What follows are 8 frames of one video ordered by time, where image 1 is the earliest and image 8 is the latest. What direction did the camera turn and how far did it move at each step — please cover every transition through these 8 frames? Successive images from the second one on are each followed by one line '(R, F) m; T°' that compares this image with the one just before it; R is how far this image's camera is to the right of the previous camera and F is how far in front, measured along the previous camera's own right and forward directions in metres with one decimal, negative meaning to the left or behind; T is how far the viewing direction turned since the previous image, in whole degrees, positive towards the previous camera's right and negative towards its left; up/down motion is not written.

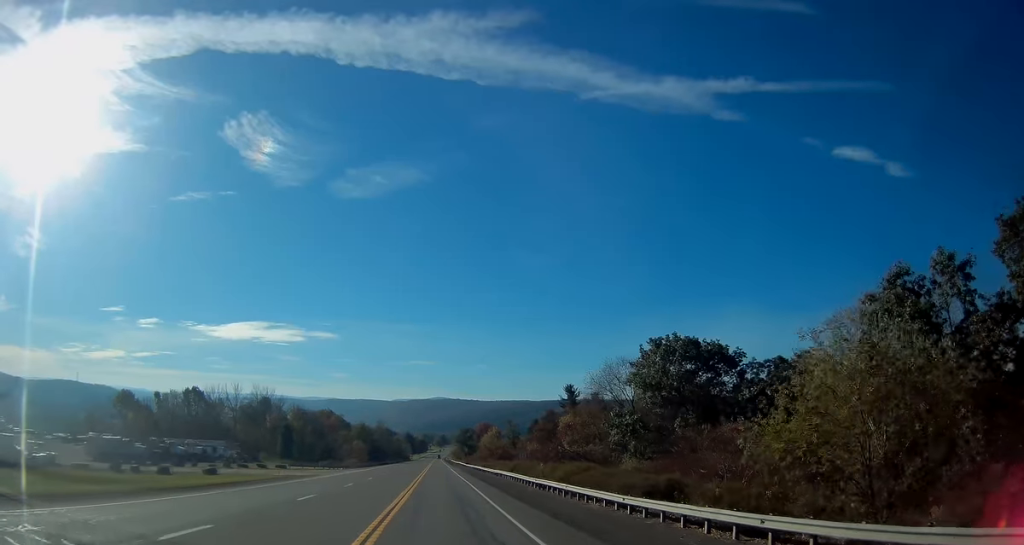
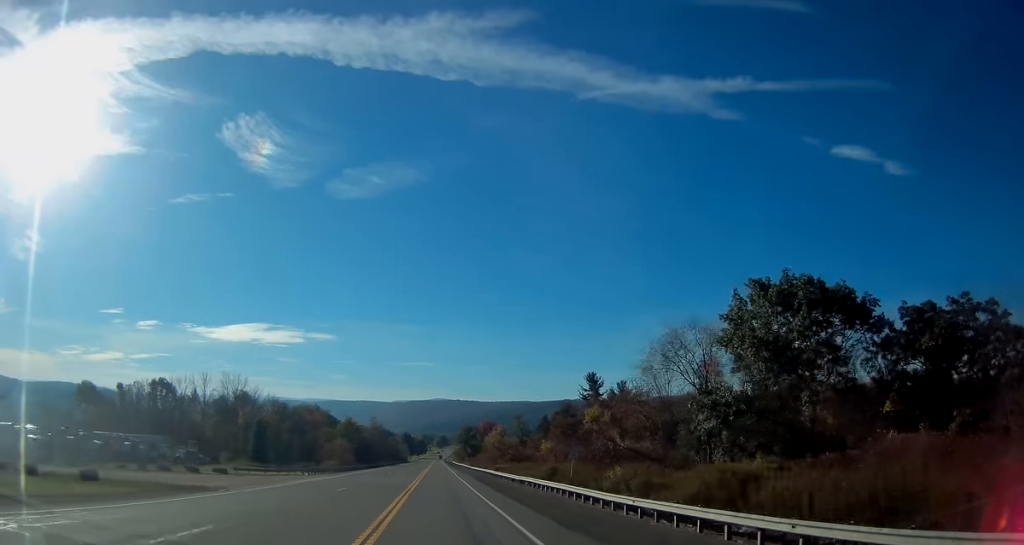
(+0.1, +24.5) m; +1°
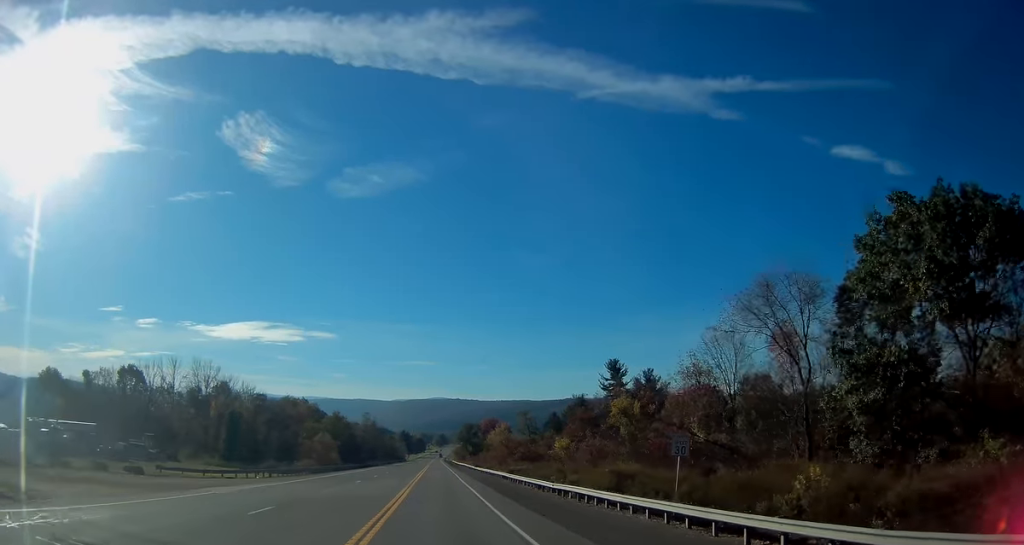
(+0.2, +18.4) m; 0°
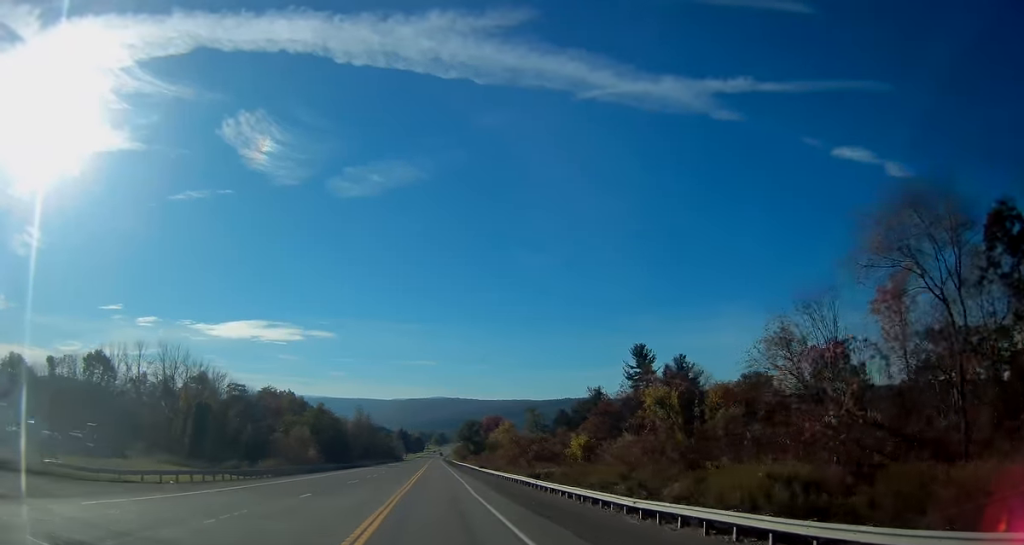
(-0.2, +16.7) m; 0°
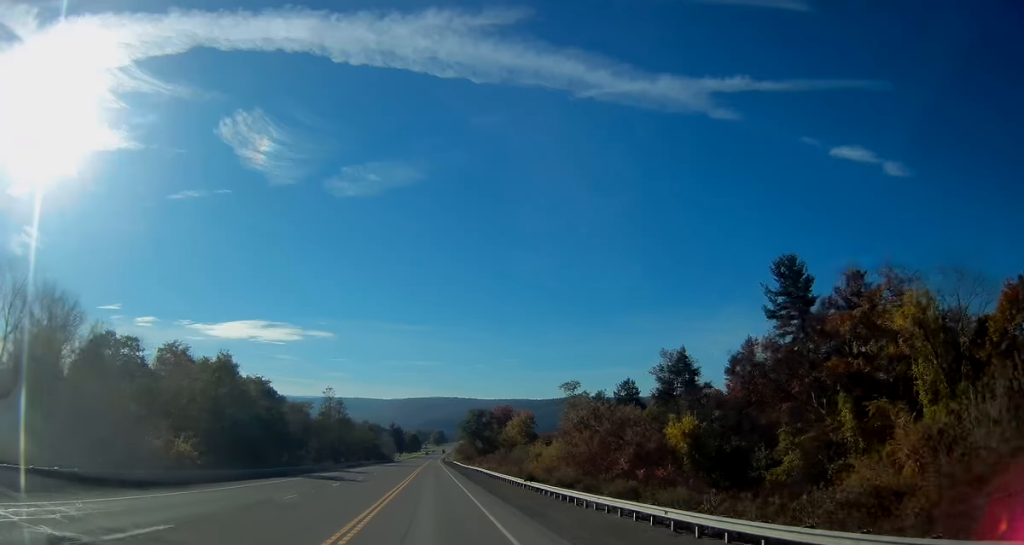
(+0.1, +49.2) m; 0°
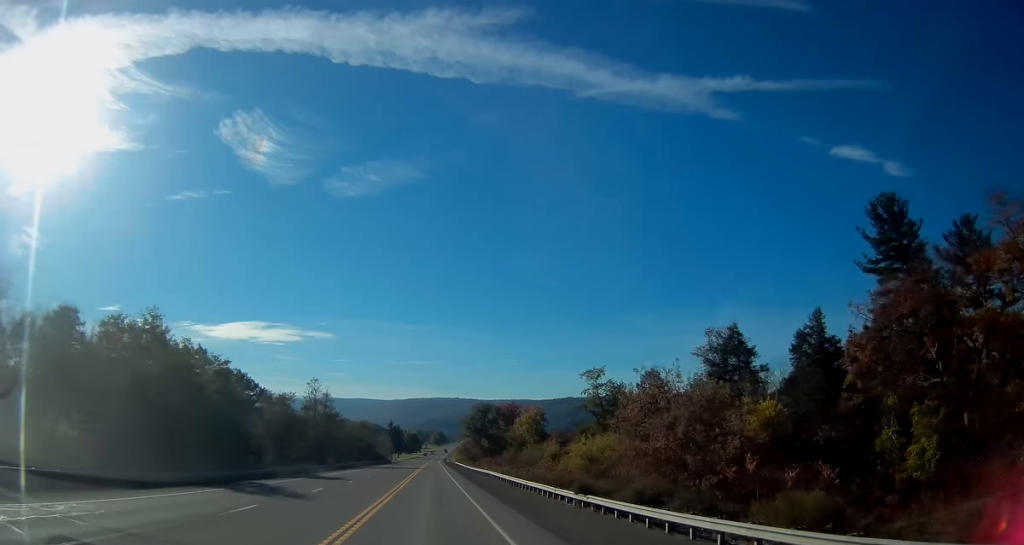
(-0.2, +16.8) m; 0°
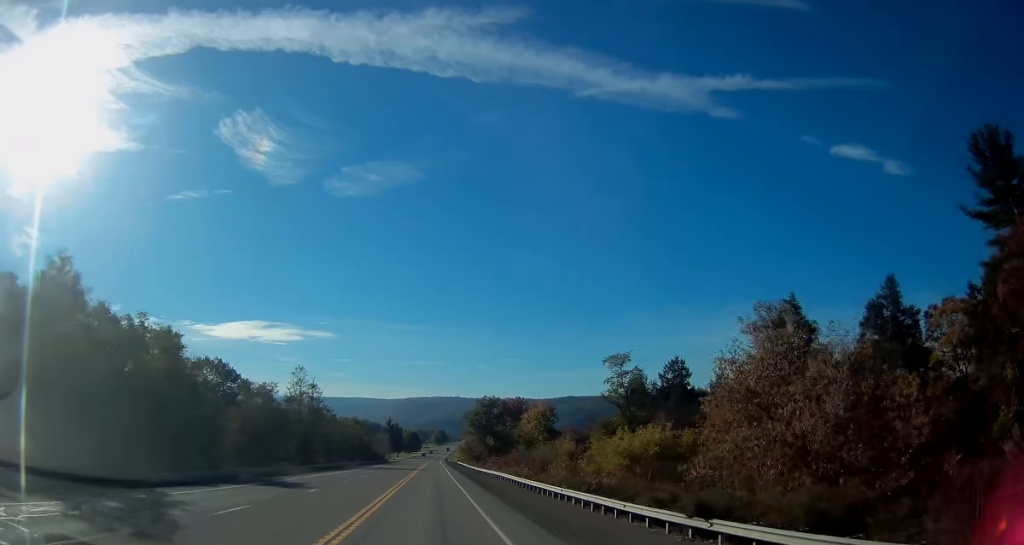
(+0.1, +13.4) m; 0°
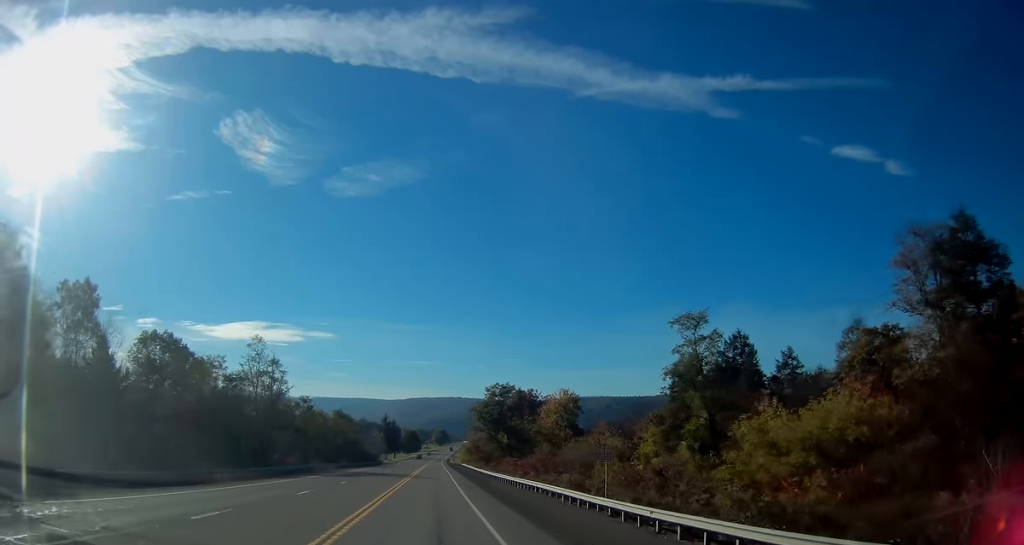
(0.0, +26.0) m; 0°
